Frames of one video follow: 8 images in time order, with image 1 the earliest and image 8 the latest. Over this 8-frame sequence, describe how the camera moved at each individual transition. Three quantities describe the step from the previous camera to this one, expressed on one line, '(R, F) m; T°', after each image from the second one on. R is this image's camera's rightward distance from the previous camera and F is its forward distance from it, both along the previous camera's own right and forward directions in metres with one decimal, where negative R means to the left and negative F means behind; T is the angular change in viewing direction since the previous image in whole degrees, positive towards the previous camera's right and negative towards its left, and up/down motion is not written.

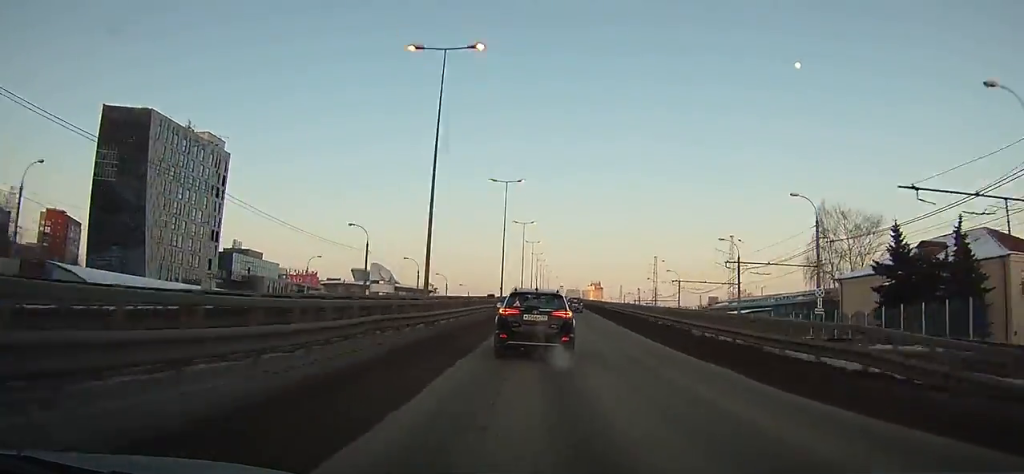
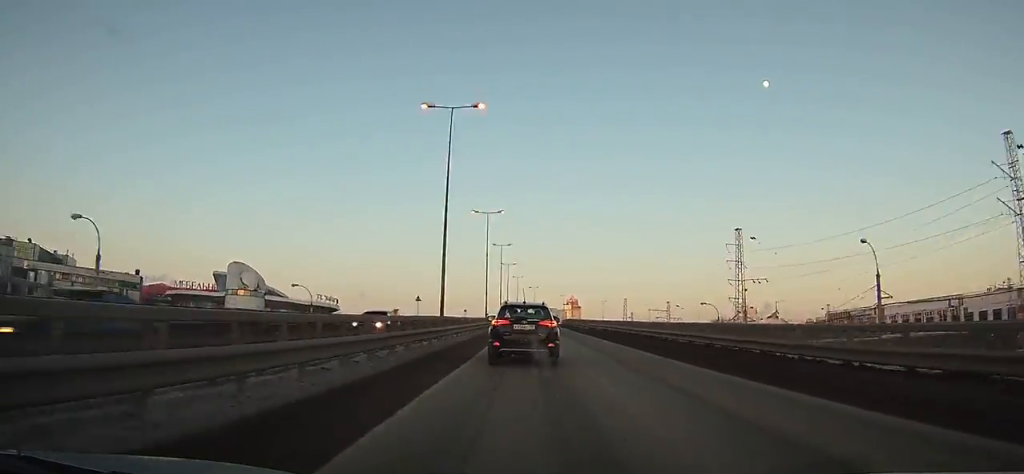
(+0.8, +87.3) m; +1°
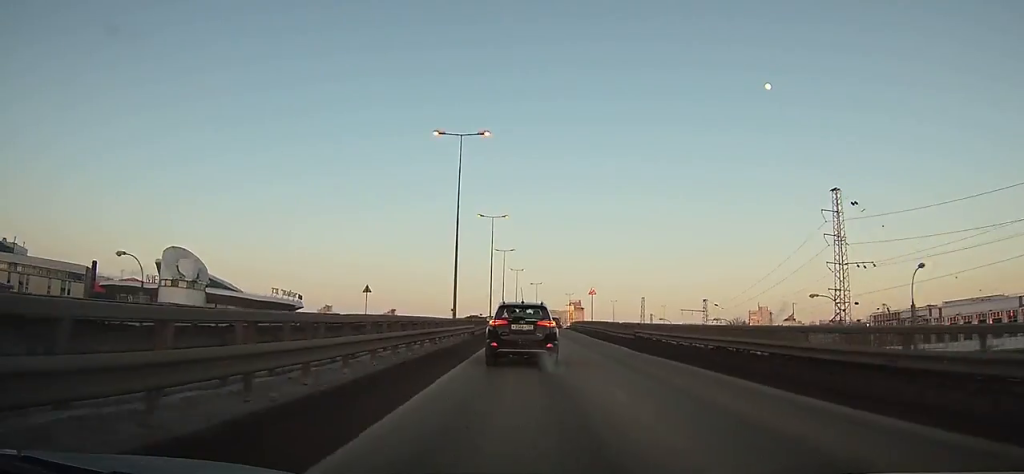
(+0.2, +25.8) m; 0°
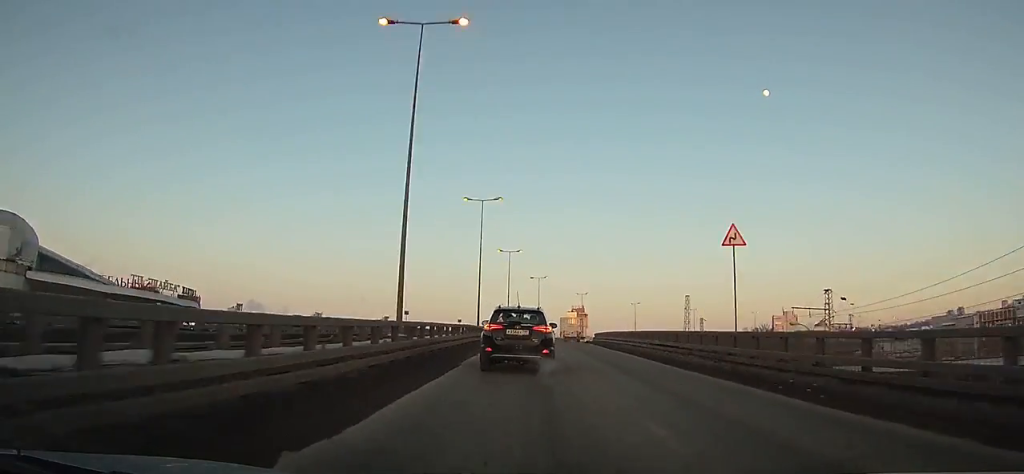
(+0.2, +42.9) m; +1°
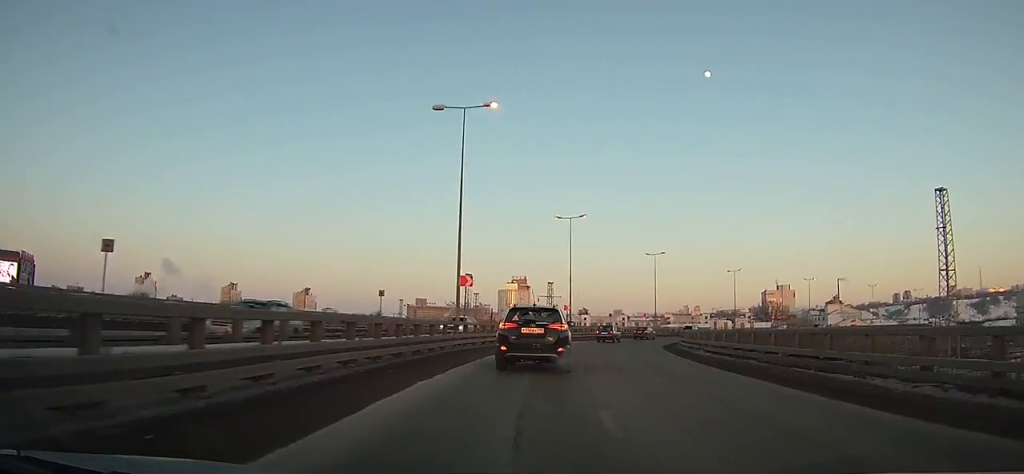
(+2.7, +79.2) m; +8°
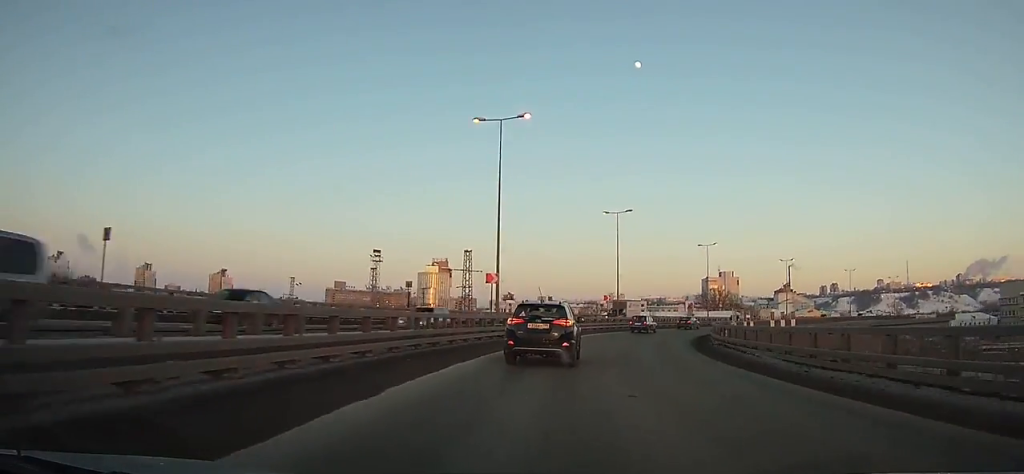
(+1.1, +26.2) m; +8°
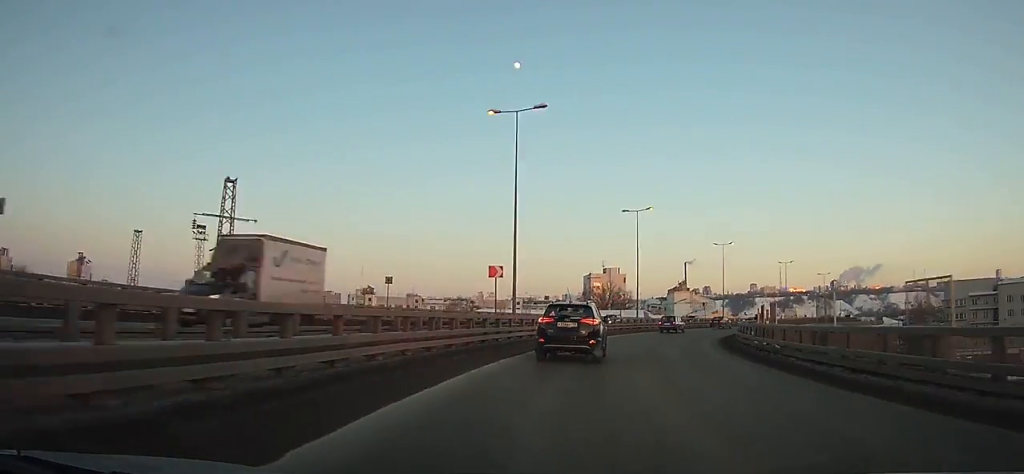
(+2.3, +30.4) m; +12°
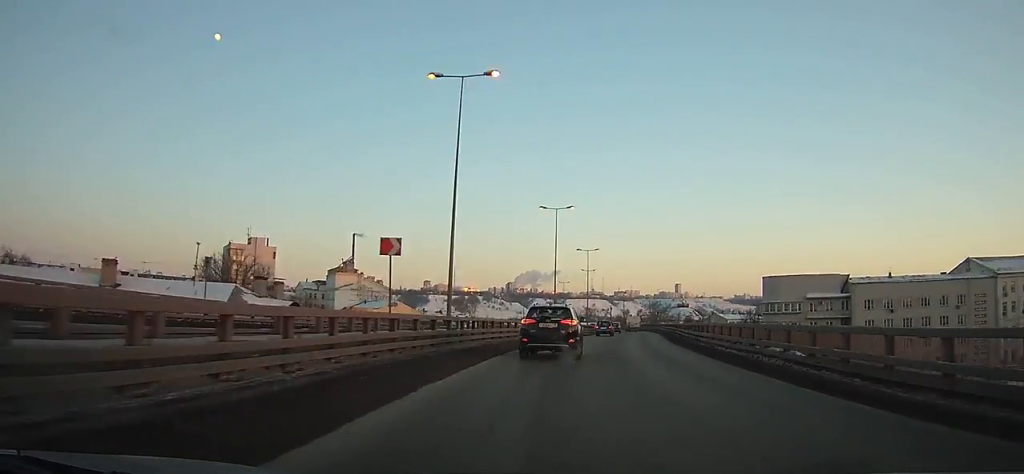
(+15.9, +59.9) m; +27°
